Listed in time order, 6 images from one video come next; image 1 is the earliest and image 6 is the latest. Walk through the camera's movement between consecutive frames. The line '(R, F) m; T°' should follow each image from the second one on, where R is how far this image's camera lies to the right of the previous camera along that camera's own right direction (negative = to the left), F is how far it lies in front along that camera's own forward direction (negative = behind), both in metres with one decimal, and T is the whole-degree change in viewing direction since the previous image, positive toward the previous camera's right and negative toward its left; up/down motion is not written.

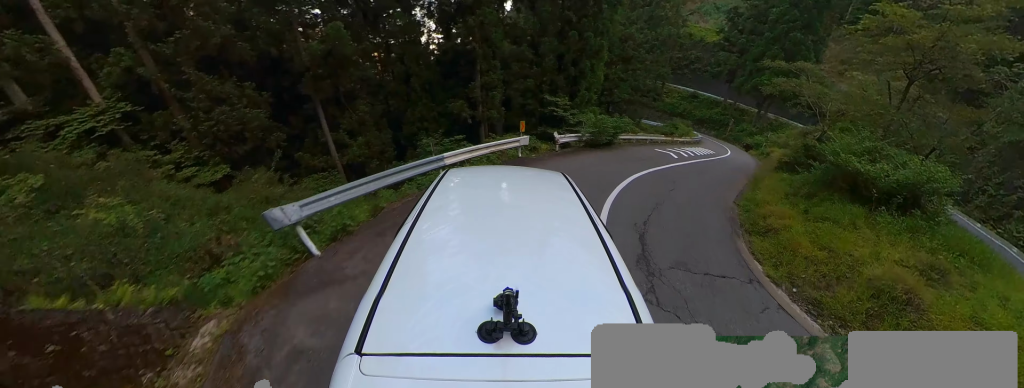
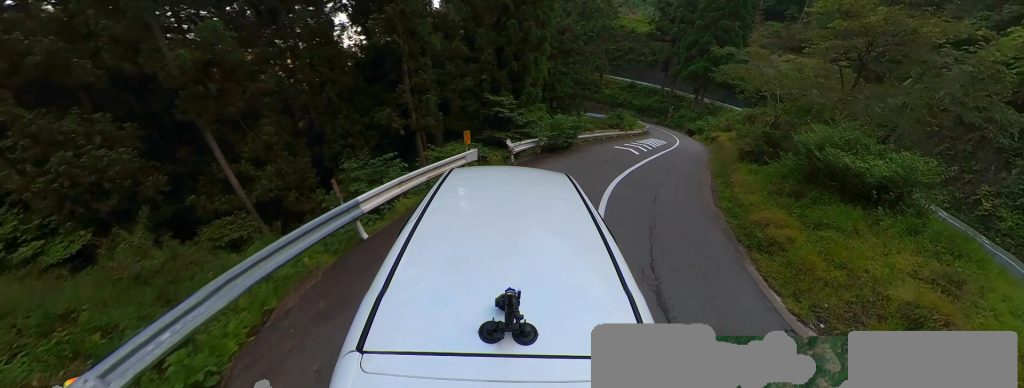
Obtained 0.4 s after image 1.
(+0.3, +2.5) m; +8°
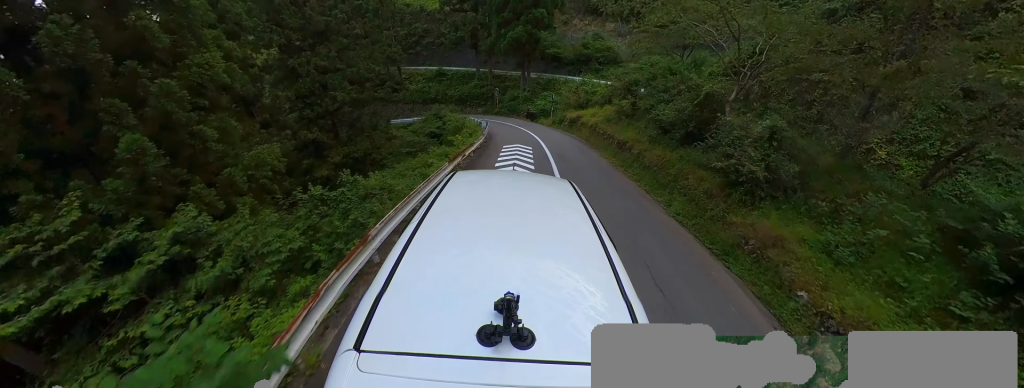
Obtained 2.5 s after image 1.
(+3.8, +10.3) m; +22°
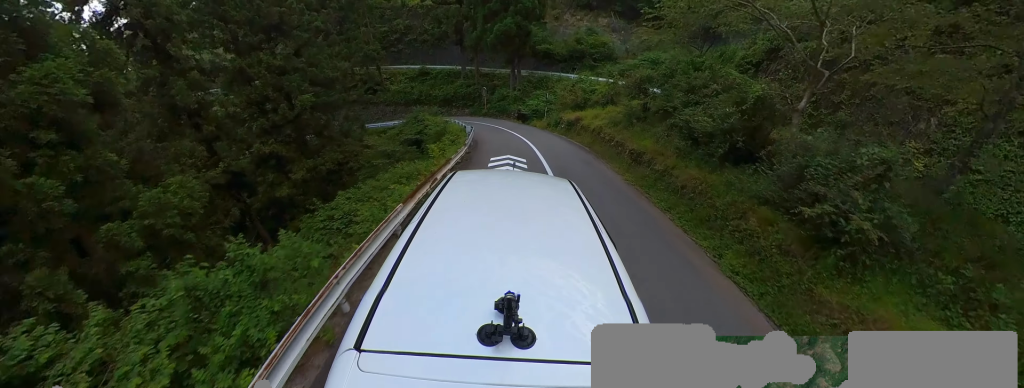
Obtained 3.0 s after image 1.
(-1.0, +2.6) m; +1°
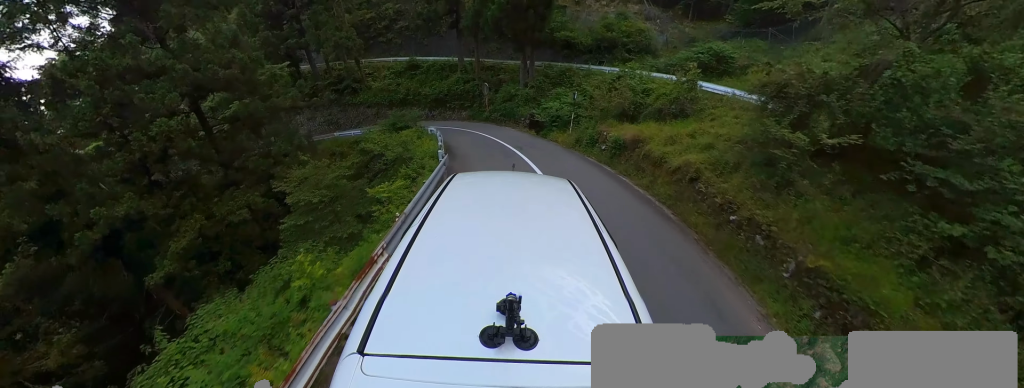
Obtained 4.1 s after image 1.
(+1.0, +7.2) m; +8°
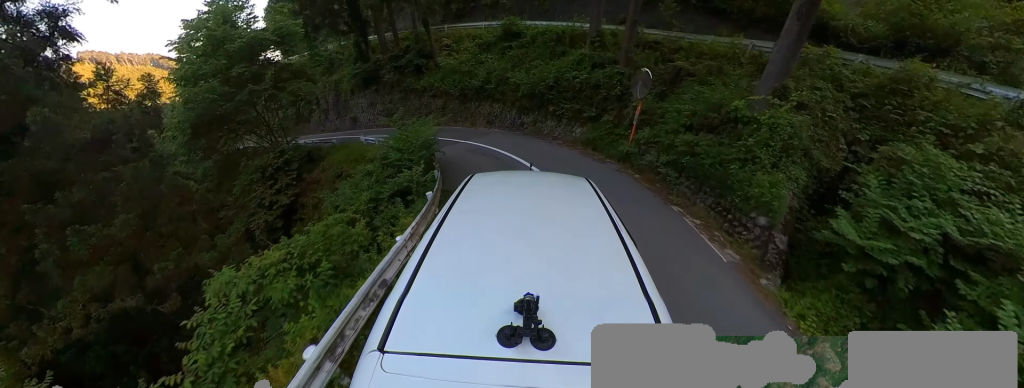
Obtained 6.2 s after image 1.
(-3.3, +14.5) m; -16°
